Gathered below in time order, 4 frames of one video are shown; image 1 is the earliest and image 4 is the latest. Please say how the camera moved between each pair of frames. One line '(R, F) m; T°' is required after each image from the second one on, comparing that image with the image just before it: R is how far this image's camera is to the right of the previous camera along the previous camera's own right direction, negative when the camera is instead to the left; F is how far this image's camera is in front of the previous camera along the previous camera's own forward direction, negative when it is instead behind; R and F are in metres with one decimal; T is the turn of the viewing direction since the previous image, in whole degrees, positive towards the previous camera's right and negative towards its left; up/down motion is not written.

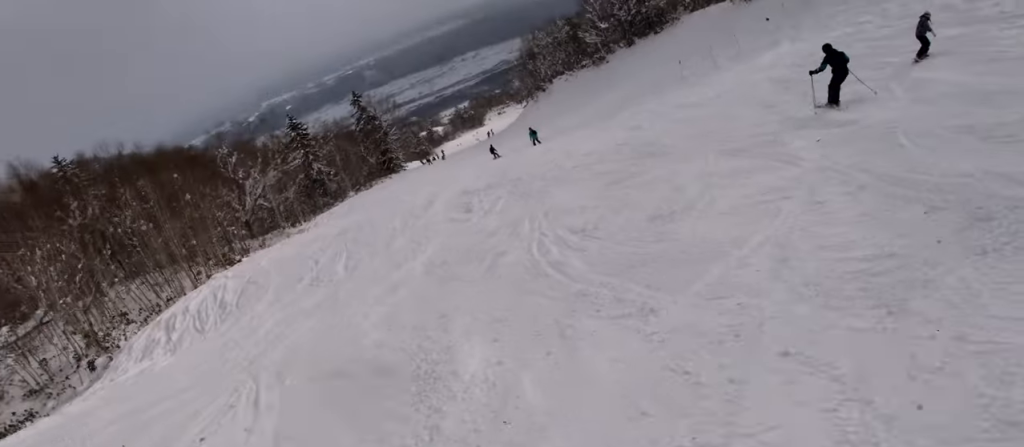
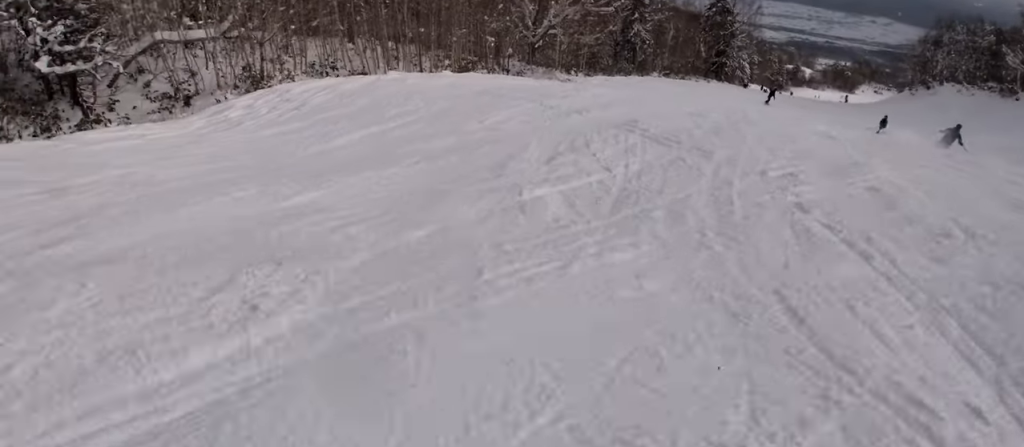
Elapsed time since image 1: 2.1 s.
(-2.6, +10.1) m; -17°
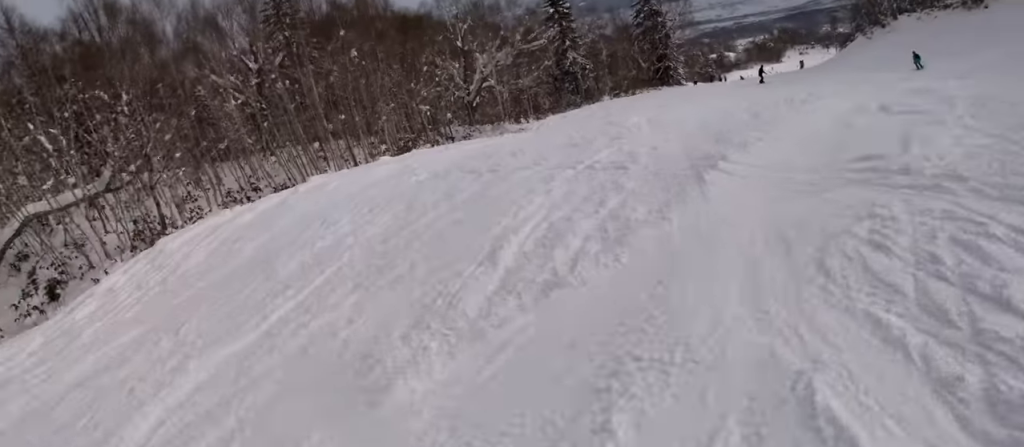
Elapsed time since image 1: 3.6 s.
(0.0, +7.5) m; 0°
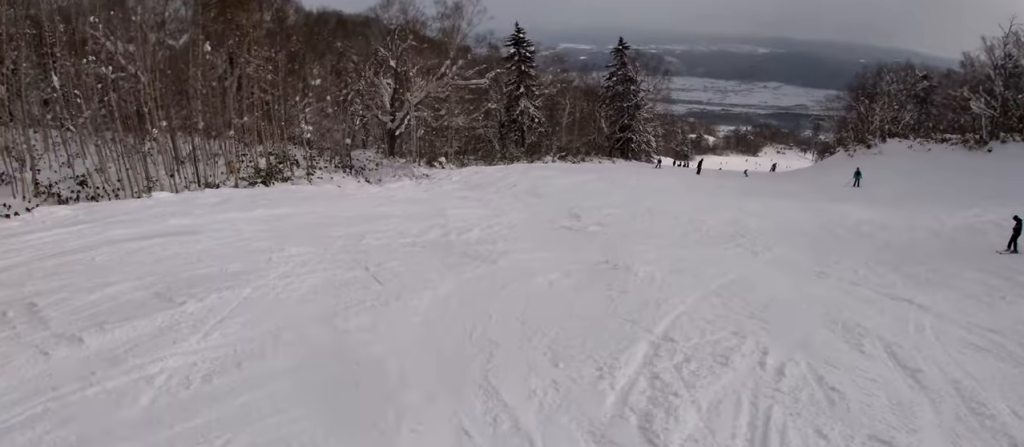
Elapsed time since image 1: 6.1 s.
(0.0, +10.6) m; 0°
